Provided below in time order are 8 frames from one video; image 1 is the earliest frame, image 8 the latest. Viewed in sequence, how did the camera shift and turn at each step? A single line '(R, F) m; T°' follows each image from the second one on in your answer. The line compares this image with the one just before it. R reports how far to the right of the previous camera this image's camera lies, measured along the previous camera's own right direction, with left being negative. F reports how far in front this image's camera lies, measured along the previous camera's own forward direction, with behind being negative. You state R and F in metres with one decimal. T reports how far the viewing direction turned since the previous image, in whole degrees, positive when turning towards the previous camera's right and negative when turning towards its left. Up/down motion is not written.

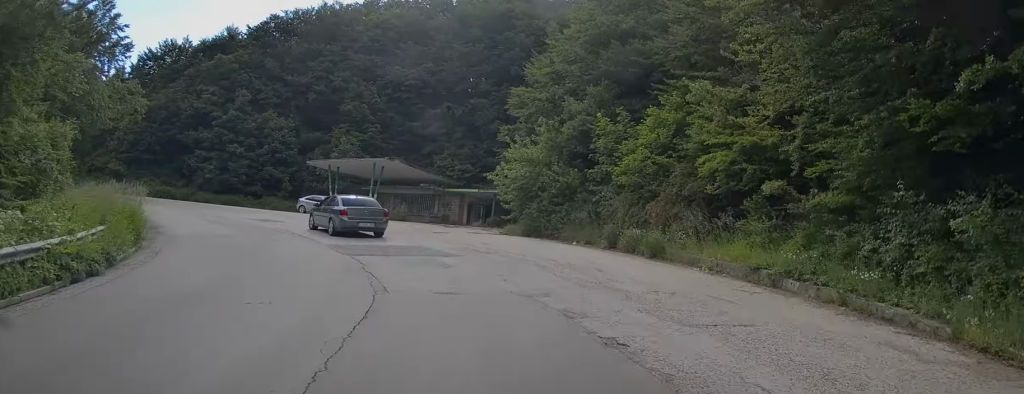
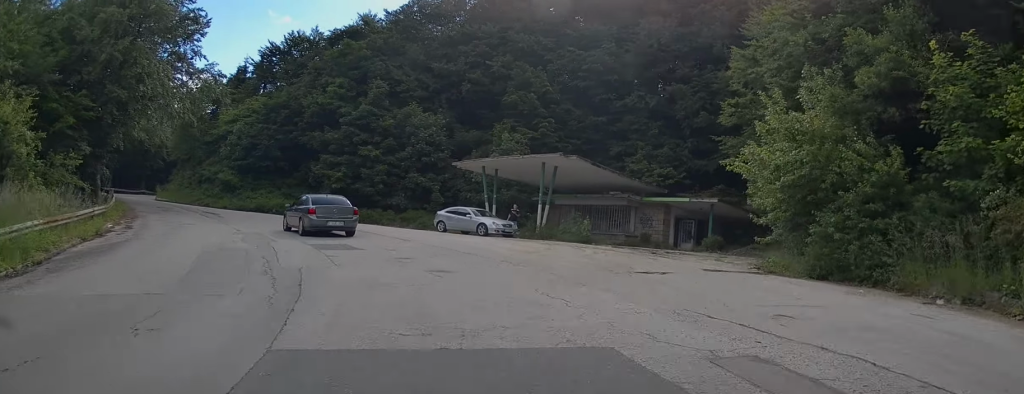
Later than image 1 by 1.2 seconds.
(-1.8, +13.5) m; -16°
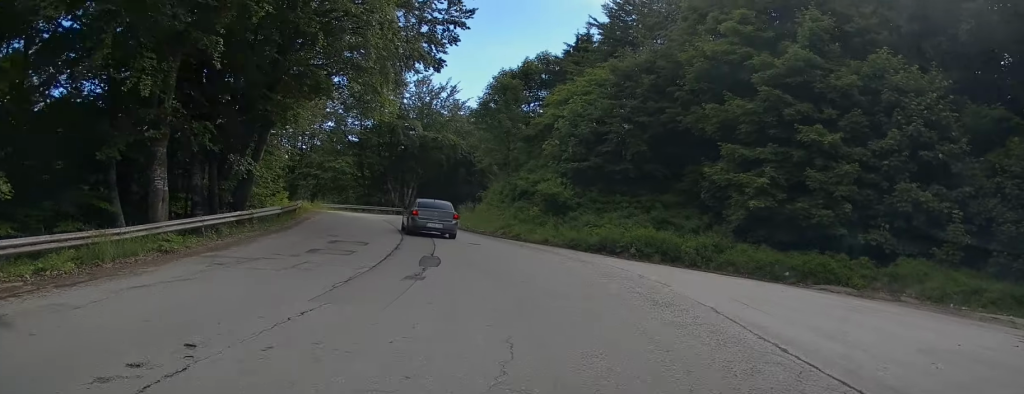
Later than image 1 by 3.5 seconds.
(-7.2, +23.8) m; -32°
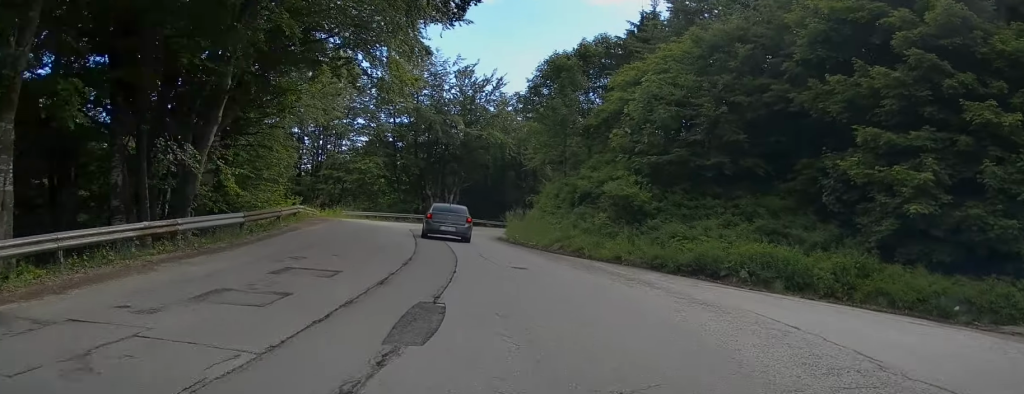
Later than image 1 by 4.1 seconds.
(-0.4, +7.2) m; -4°
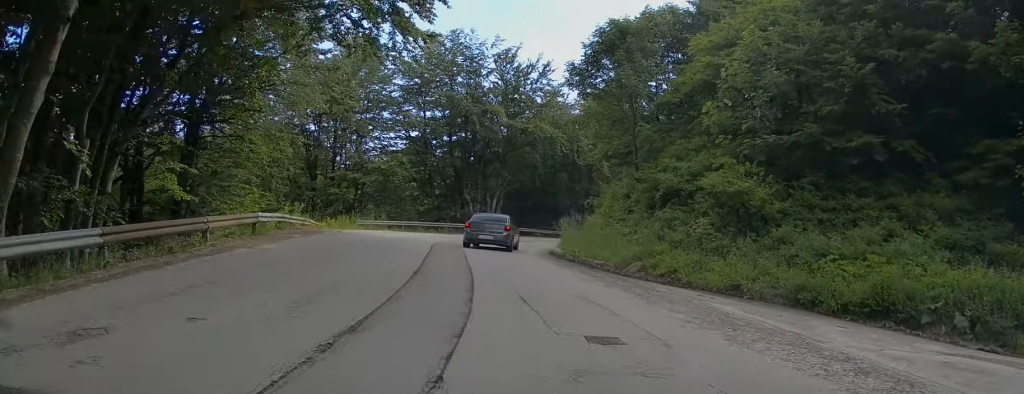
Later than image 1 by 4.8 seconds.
(-0.3, +7.4) m; -3°
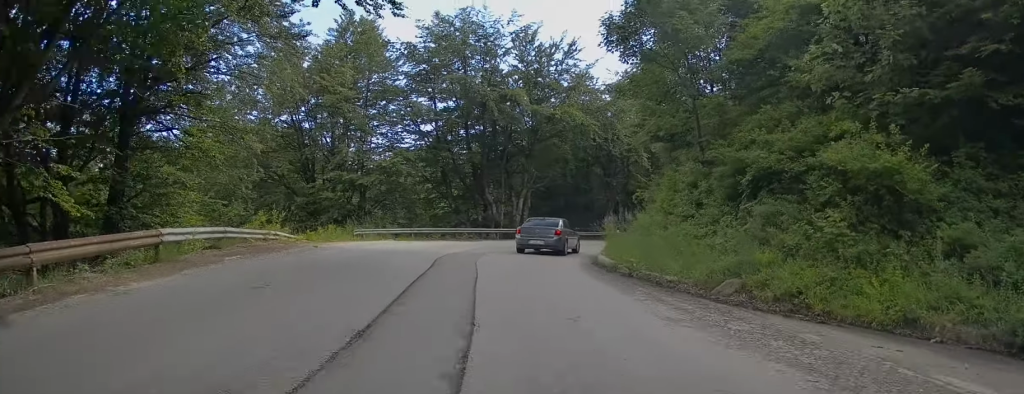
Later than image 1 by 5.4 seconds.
(-0.2, +5.6) m; -2°
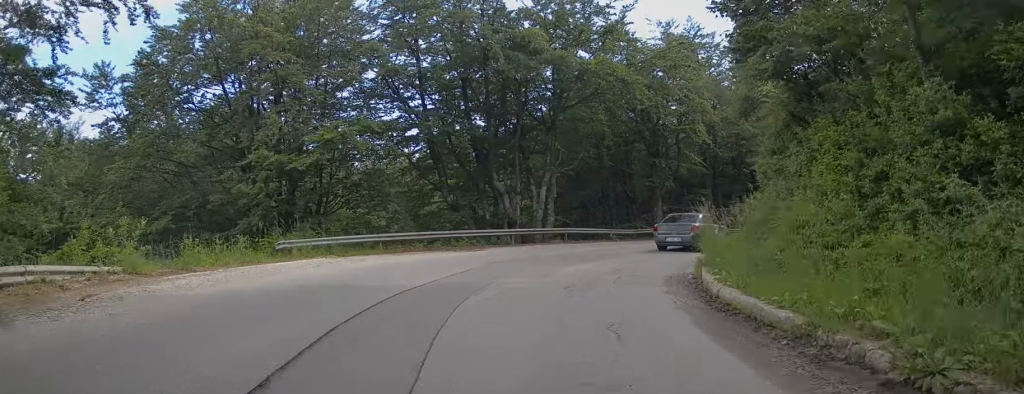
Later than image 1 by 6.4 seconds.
(0.0, +10.5) m; +5°
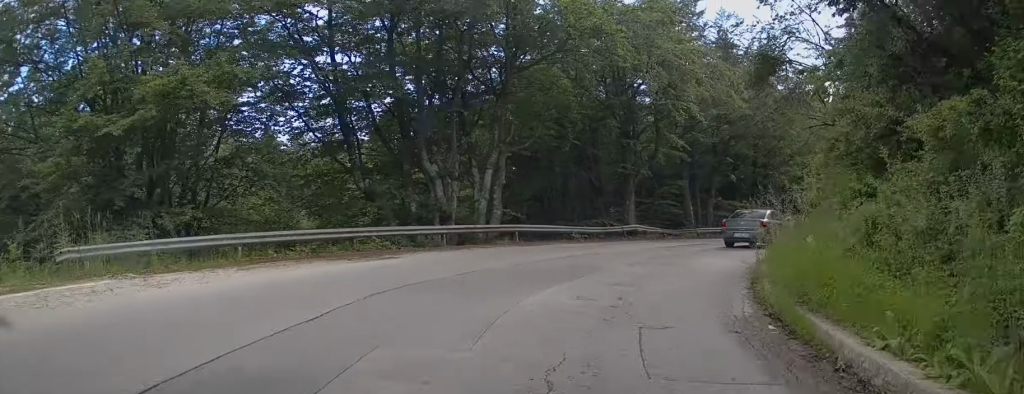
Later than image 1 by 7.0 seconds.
(+0.6, +6.9) m; +5°
